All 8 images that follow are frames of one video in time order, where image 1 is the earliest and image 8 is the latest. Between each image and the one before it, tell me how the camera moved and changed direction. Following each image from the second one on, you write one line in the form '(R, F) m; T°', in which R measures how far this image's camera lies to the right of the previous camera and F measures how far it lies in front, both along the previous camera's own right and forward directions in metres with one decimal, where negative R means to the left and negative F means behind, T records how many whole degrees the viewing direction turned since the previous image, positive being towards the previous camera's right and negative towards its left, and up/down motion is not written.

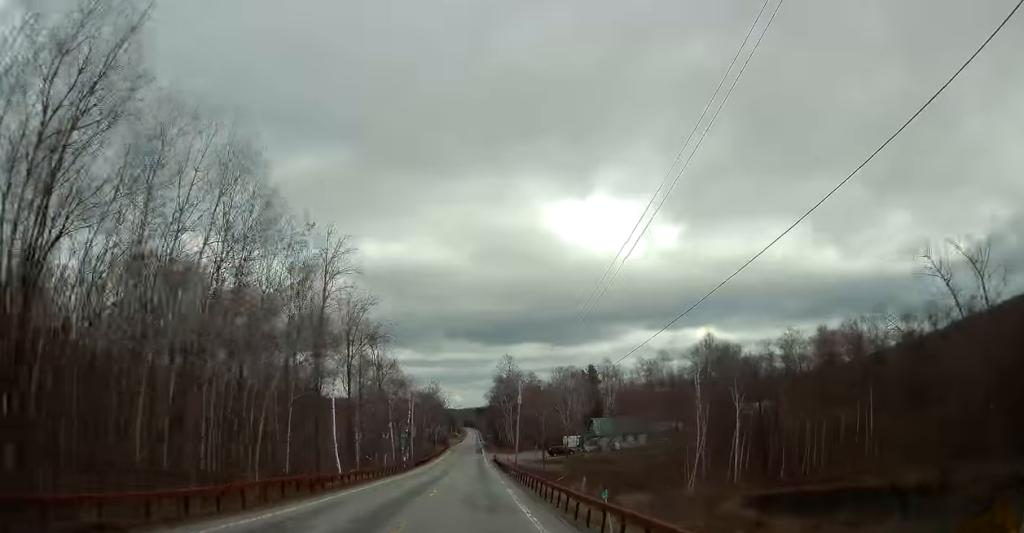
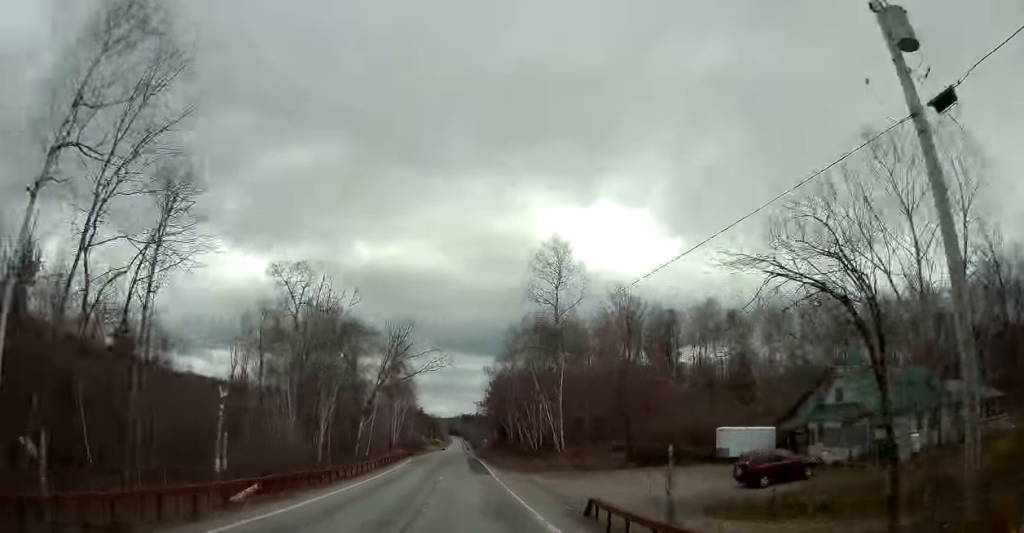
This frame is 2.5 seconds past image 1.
(+0.2, +70.6) m; 0°
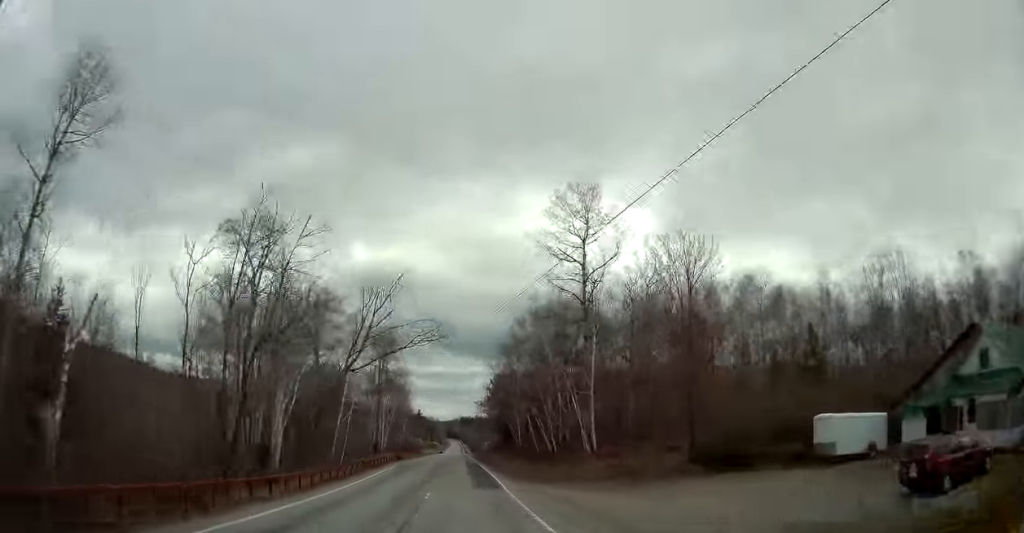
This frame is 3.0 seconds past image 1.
(-0.1, +12.2) m; 0°
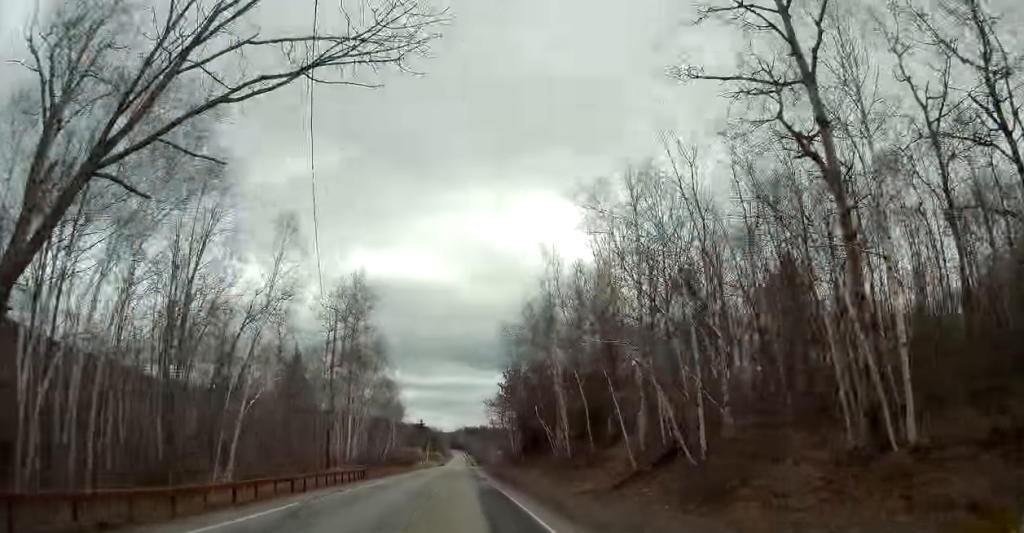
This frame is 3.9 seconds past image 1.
(+0.1, +27.2) m; +1°
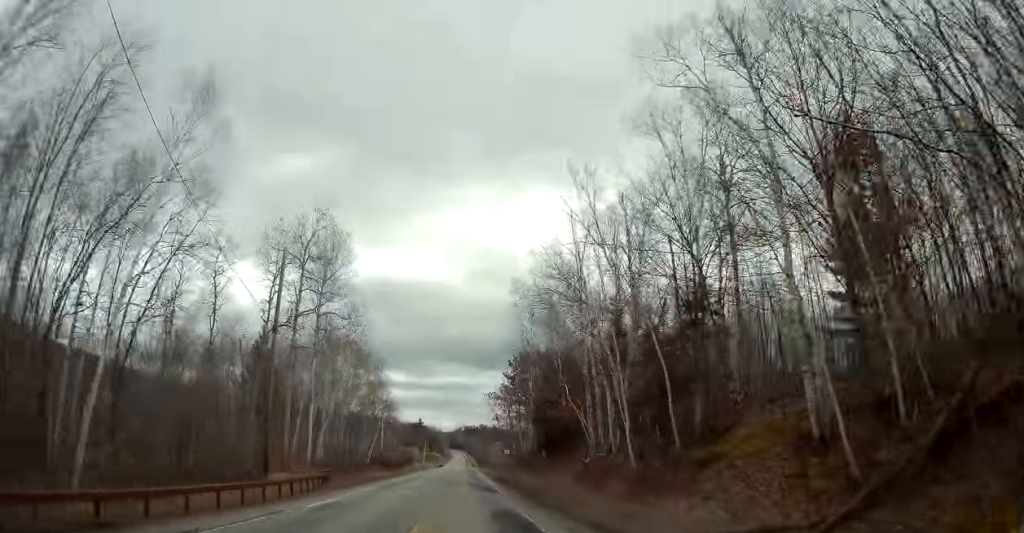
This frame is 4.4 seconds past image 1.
(+0.1, +14.1) m; 0°
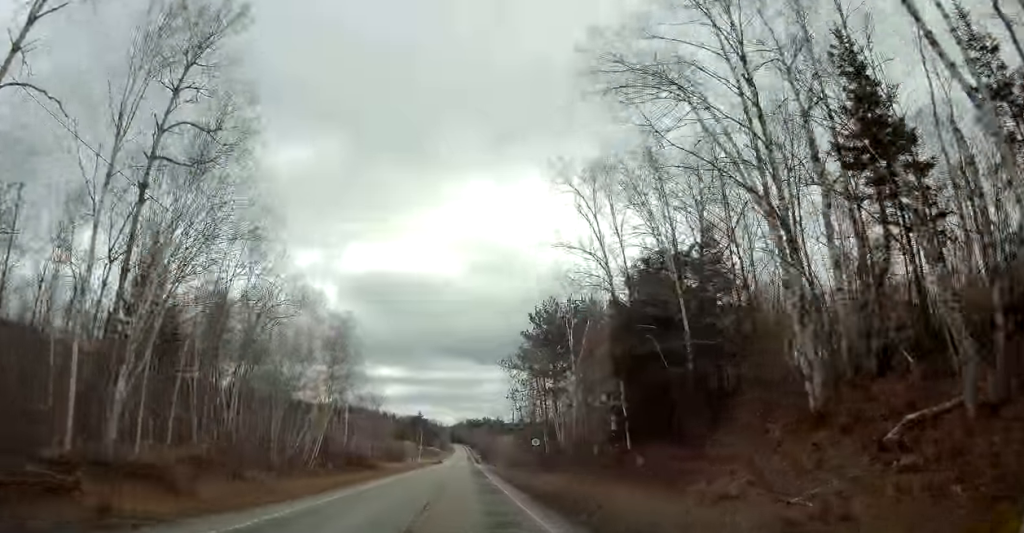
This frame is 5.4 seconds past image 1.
(+0.1, +27.1) m; 0°
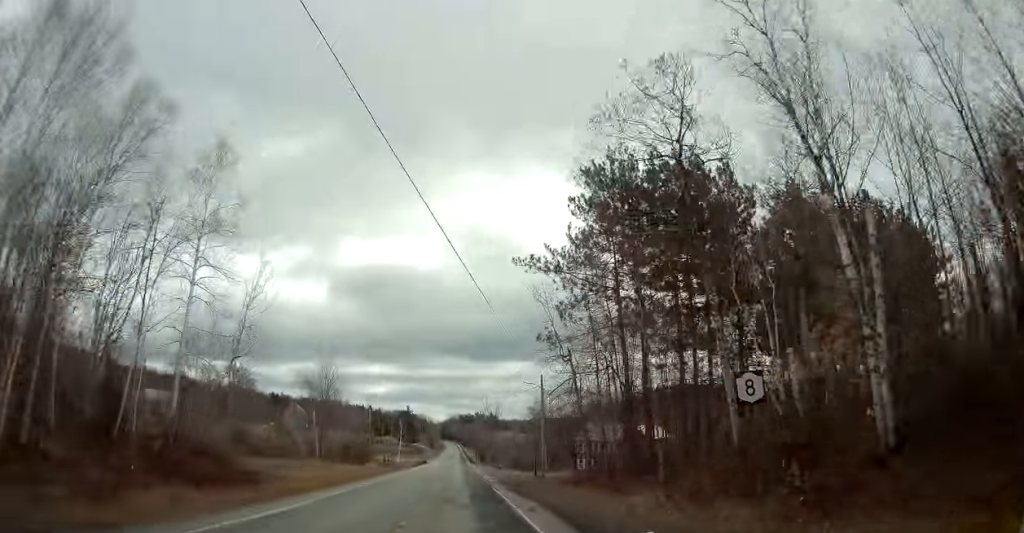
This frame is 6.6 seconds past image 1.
(-0.1, +34.0) m; 0°
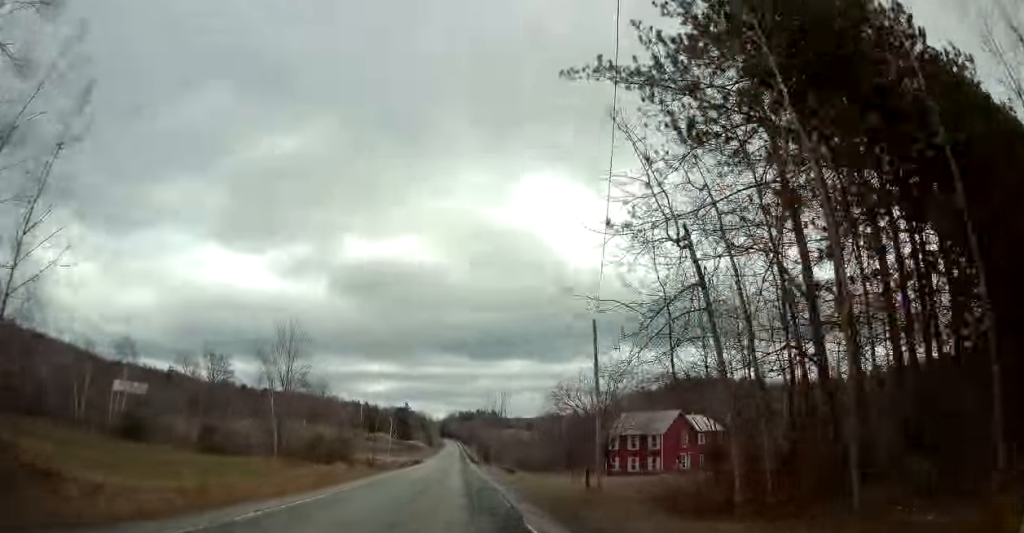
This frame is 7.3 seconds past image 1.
(-0.1, +17.4) m; +1°
